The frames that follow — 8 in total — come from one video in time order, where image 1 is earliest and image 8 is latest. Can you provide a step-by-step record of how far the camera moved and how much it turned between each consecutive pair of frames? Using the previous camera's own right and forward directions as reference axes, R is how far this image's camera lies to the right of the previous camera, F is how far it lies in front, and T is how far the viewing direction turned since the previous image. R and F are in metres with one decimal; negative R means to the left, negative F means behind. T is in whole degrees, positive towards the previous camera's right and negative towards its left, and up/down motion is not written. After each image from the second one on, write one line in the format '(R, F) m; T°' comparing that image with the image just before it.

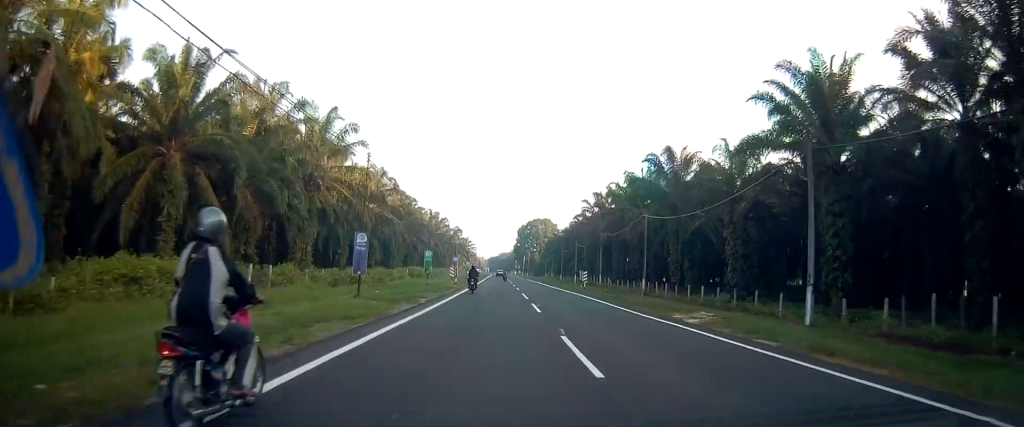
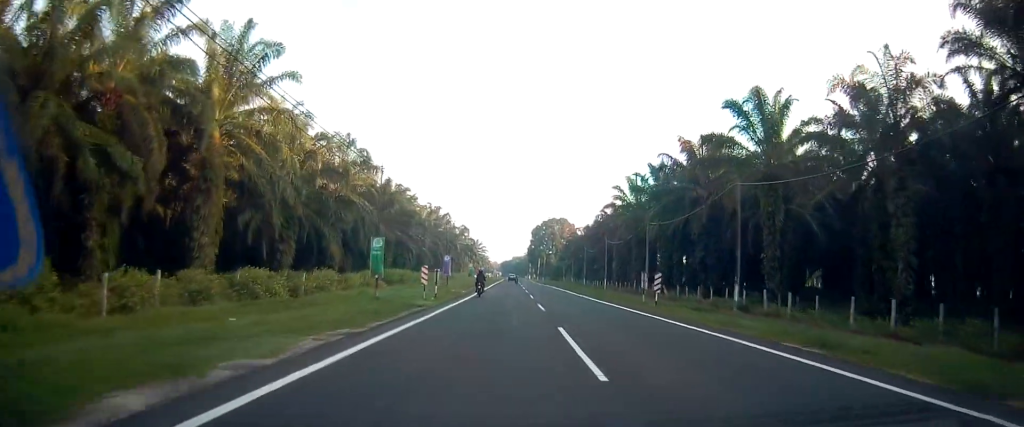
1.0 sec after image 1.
(-0.7, +21.2) m; 0°
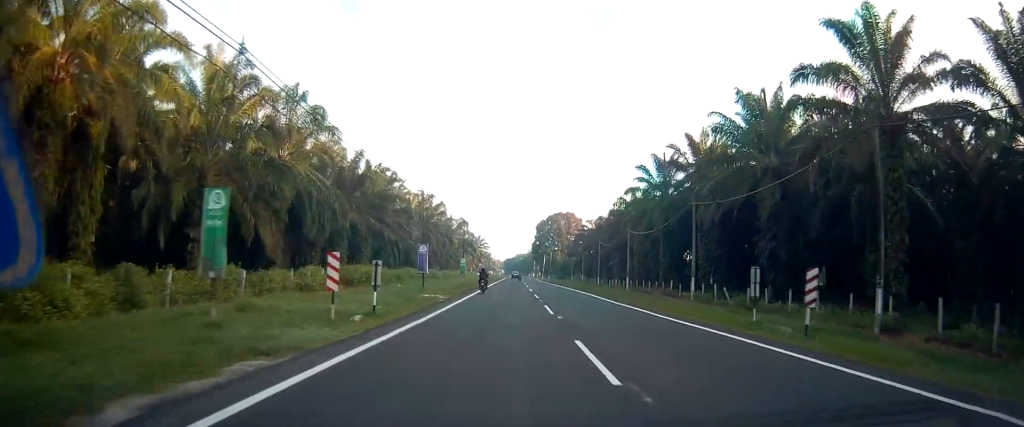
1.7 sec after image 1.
(+0.6, +14.9) m; 0°
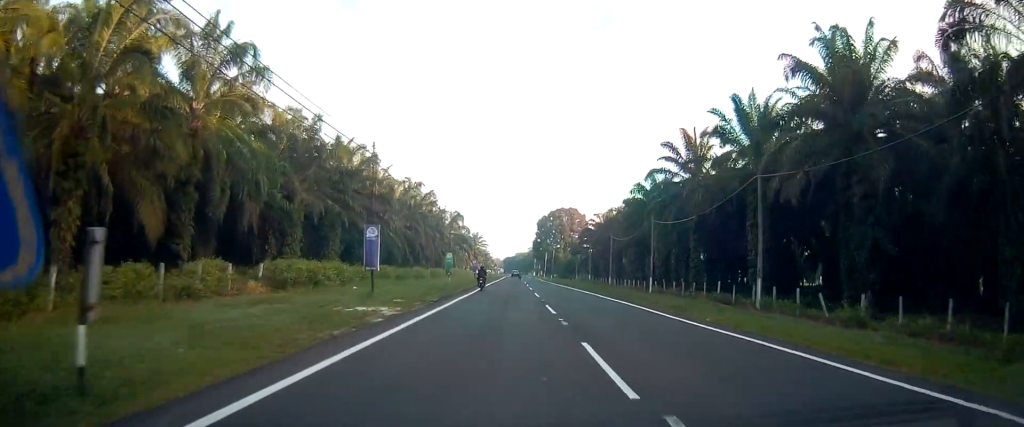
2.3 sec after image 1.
(-0.3, +12.8) m; 0°
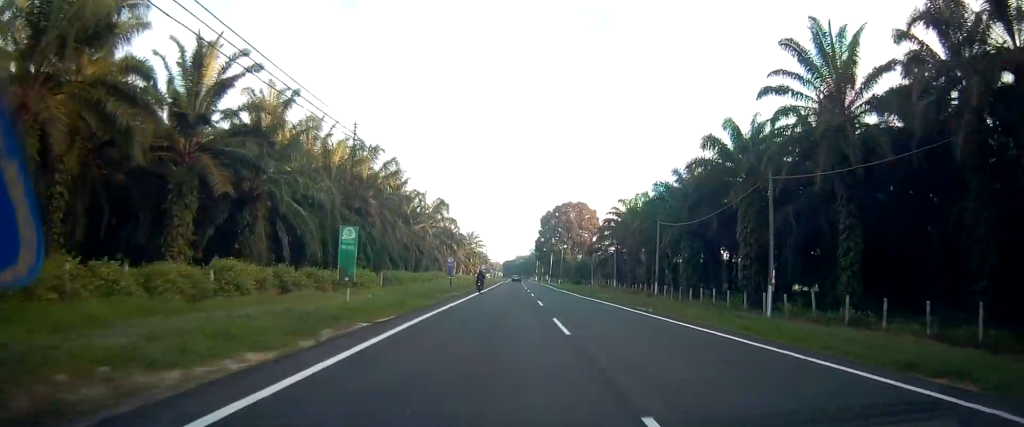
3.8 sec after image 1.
(+0.3, +29.4) m; 0°
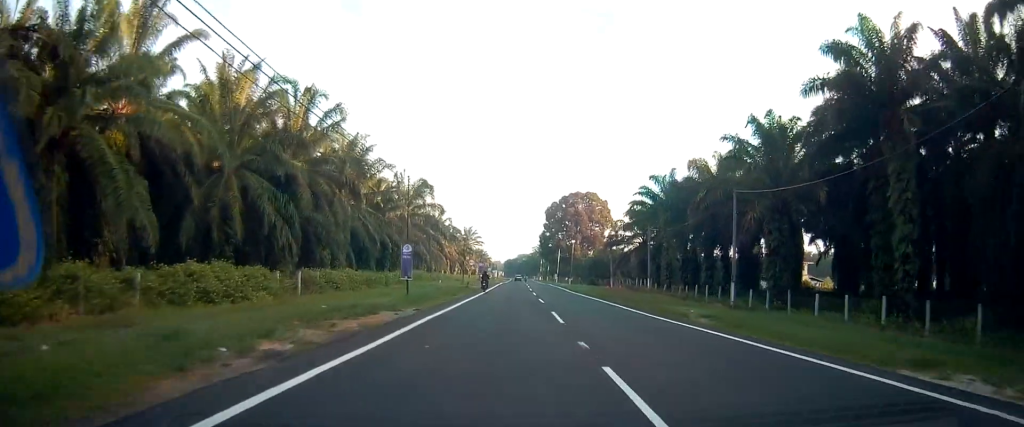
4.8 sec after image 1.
(-0.7, +21.3) m; -2°
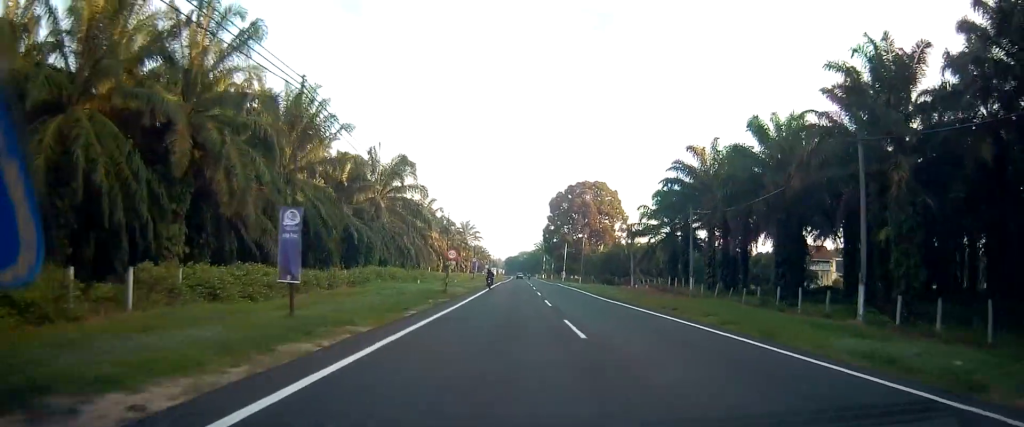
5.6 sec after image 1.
(-0.1, +16.1) m; +1°
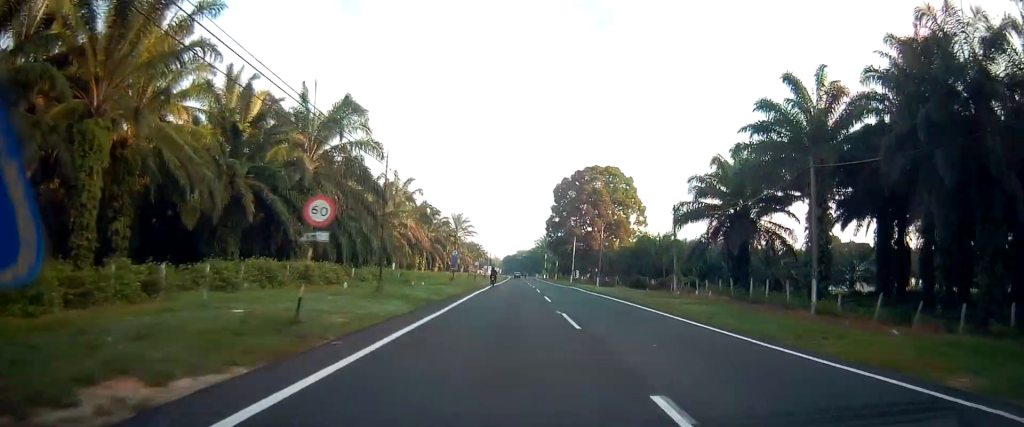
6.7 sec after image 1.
(+0.7, +22.5) m; +1°
